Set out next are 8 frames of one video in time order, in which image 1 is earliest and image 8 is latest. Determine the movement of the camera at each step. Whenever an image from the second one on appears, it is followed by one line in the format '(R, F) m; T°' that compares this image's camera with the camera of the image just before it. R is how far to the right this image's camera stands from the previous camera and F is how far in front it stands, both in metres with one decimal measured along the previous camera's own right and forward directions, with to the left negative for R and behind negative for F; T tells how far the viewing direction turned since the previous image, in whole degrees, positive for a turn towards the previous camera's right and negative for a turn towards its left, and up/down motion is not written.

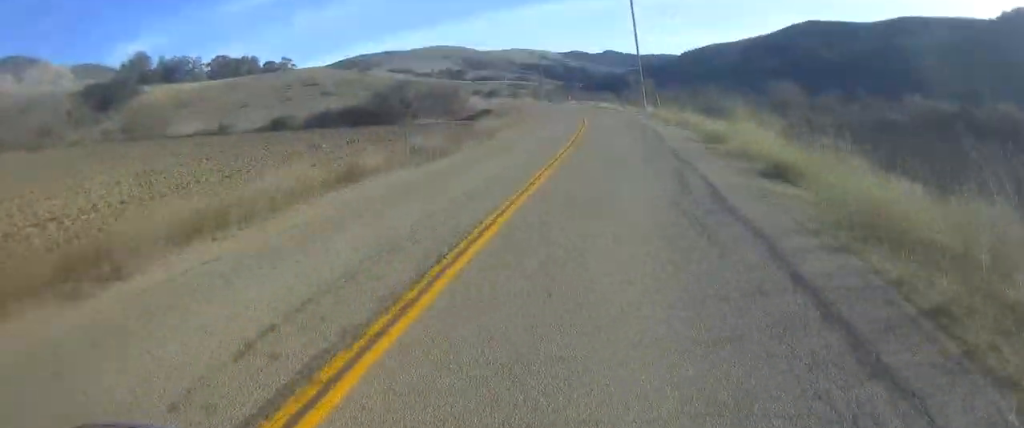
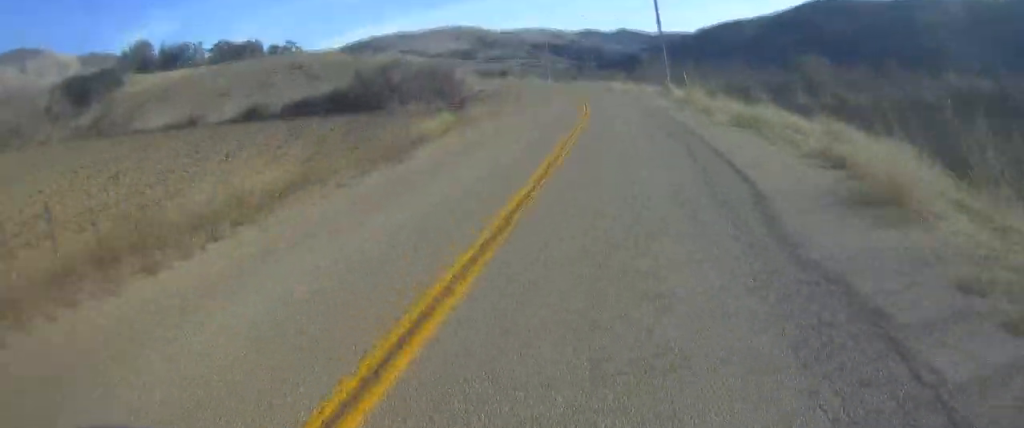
(-0.1, +14.6) m; -1°
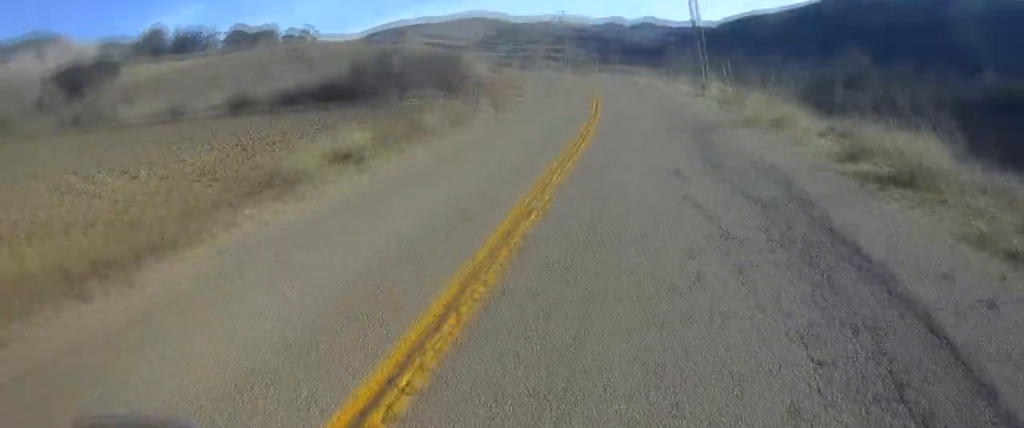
(-0.2, +10.4) m; 0°
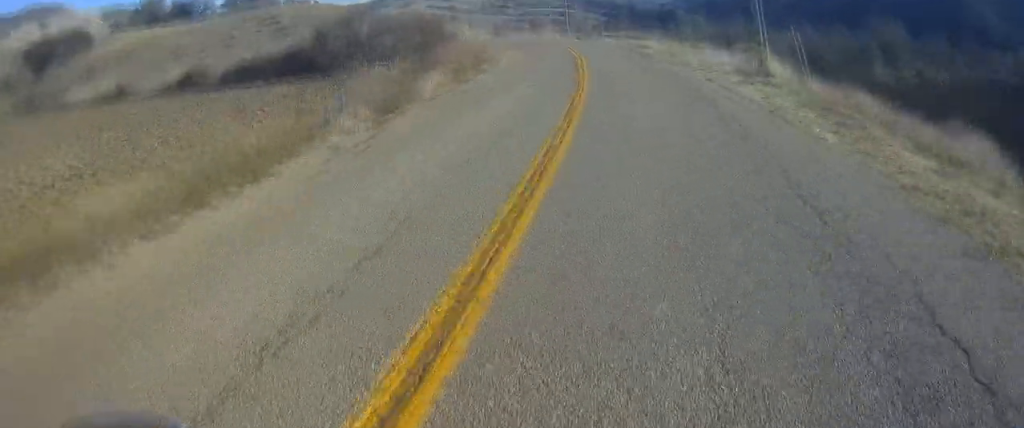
(-0.1, +15.0) m; 0°
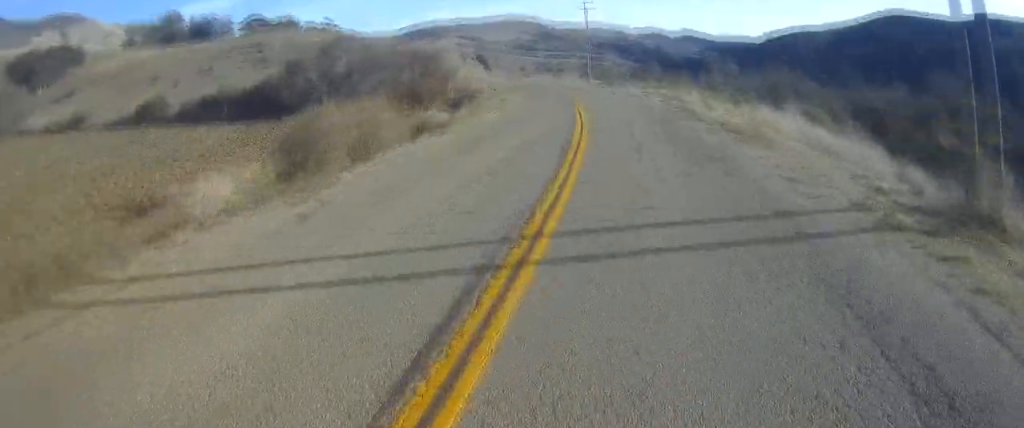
(0.0, +13.8) m; 0°
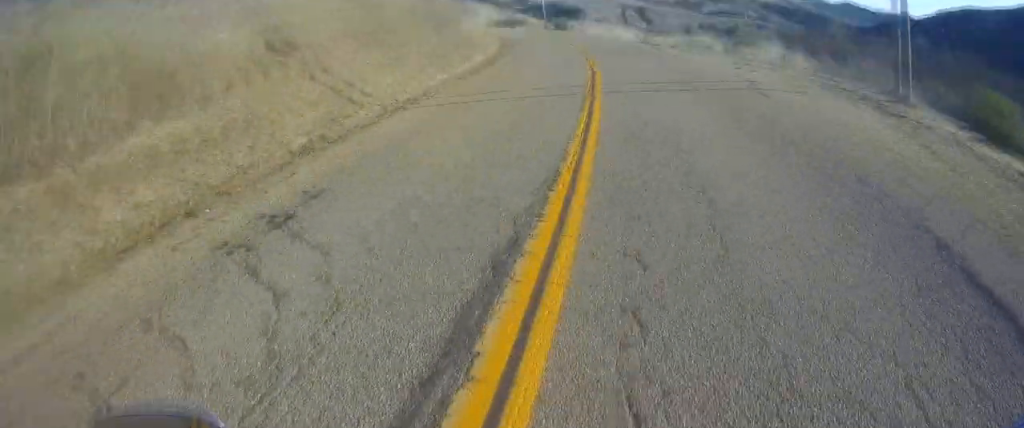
(-9.7, +72.9) m; -17°
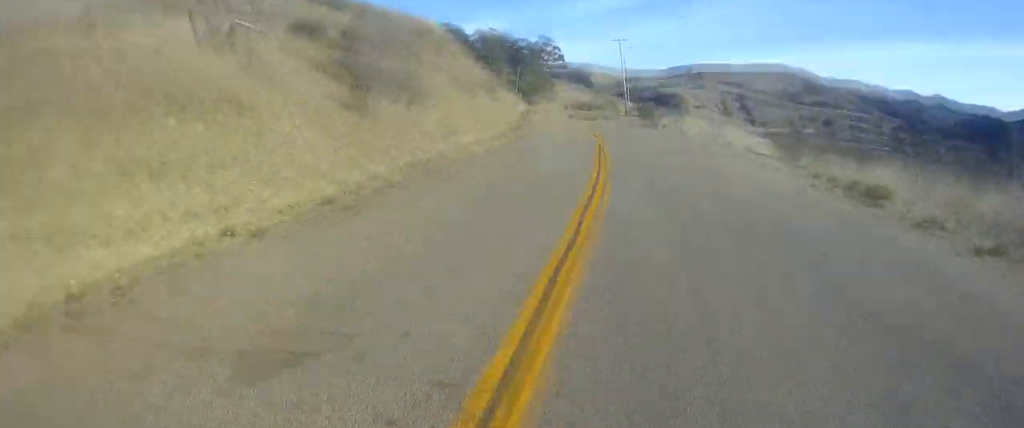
(-1.3, +35.9) m; -7°
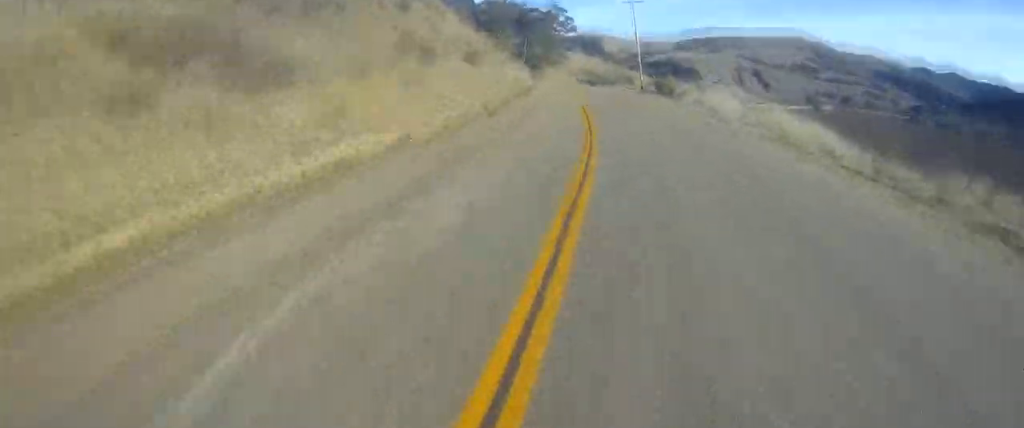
(-0.2, +11.6) m; -3°
